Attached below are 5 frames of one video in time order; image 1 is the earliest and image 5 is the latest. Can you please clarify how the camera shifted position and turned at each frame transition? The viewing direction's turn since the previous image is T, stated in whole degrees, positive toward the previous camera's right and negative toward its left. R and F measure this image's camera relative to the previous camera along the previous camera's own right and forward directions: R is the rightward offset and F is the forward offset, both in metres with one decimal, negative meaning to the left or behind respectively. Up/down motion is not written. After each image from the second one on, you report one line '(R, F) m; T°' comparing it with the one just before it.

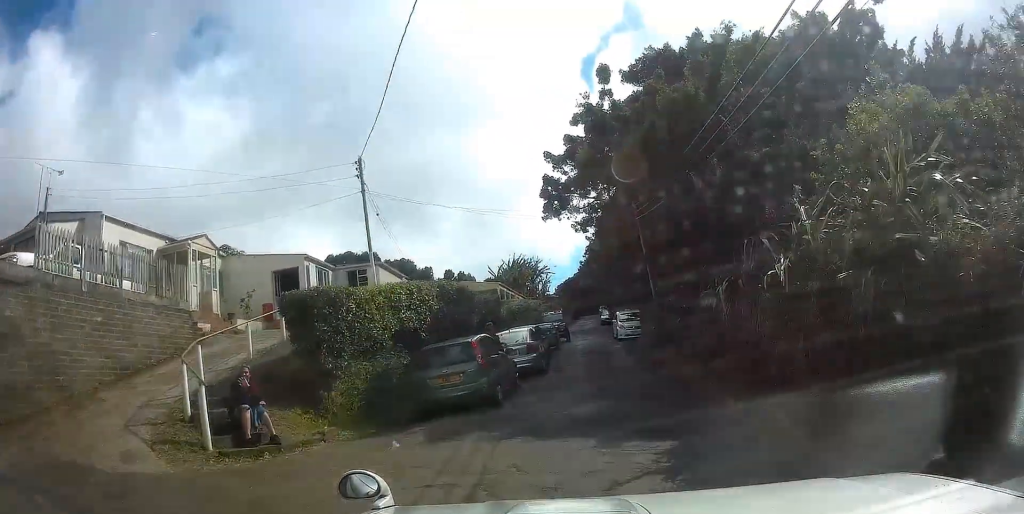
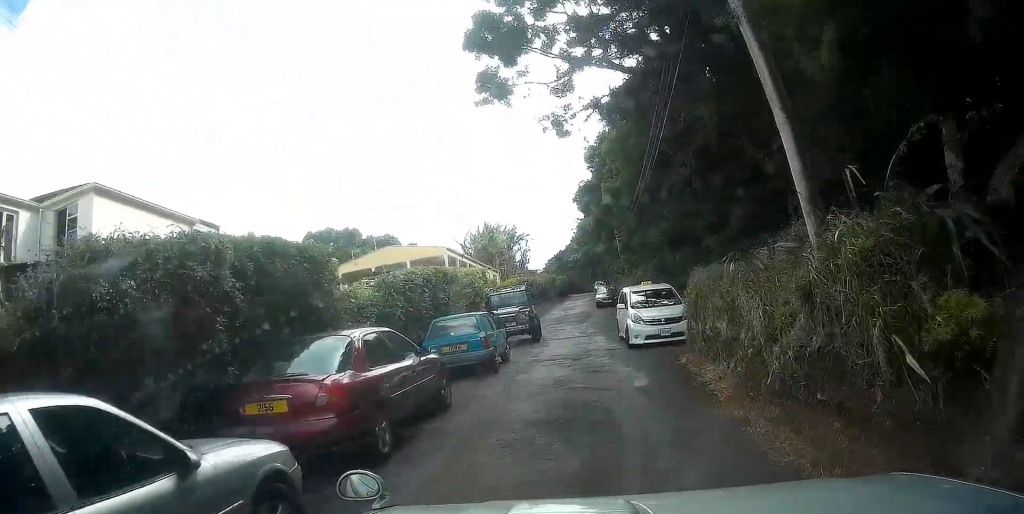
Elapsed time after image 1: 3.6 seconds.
(+0.8, +15.8) m; +4°
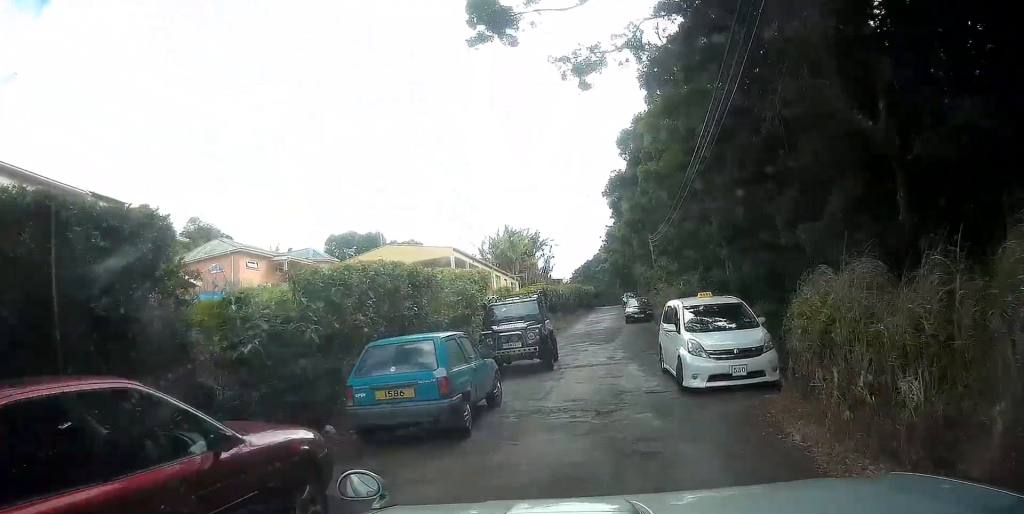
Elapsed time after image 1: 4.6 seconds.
(-0.2, +4.8) m; -2°
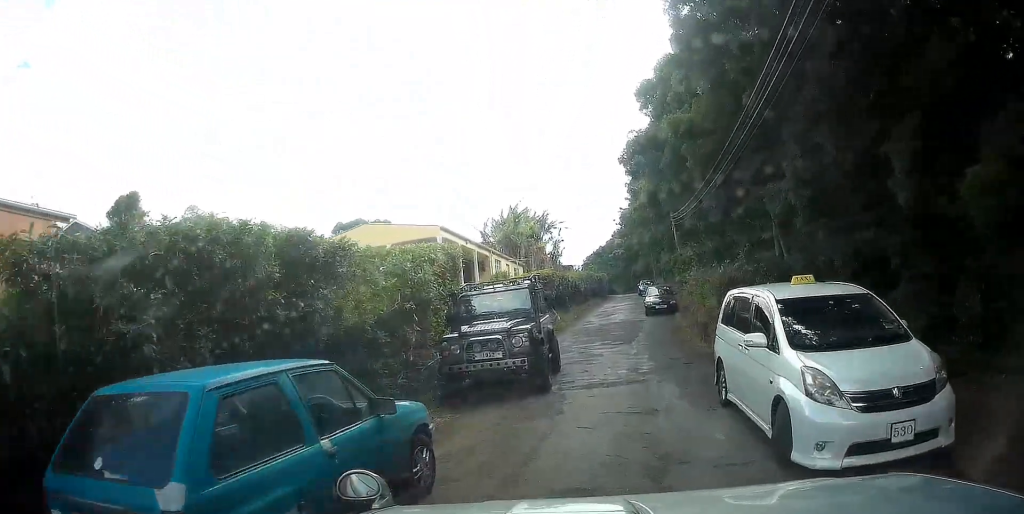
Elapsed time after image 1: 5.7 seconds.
(0.0, +5.1) m; 0°
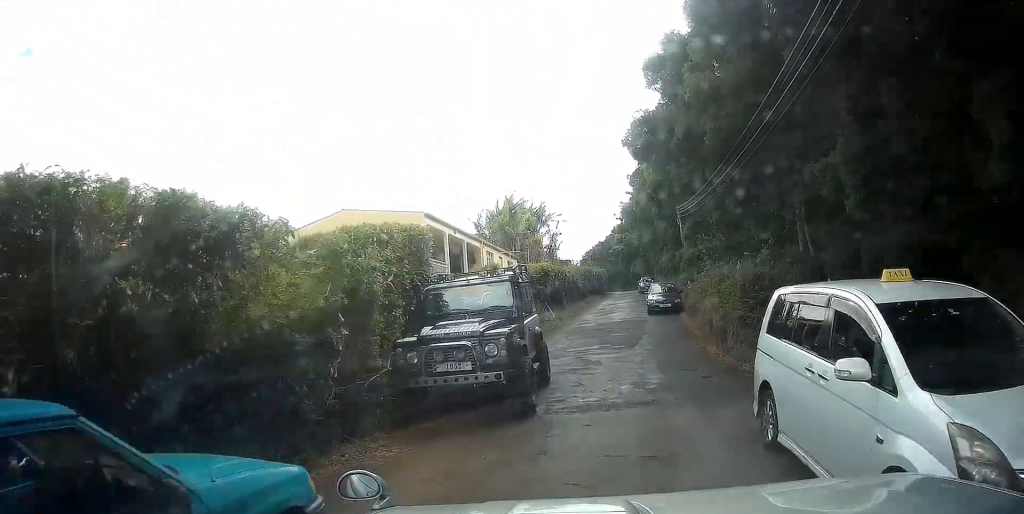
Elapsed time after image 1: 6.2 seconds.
(0.0, +2.3) m; +1°
